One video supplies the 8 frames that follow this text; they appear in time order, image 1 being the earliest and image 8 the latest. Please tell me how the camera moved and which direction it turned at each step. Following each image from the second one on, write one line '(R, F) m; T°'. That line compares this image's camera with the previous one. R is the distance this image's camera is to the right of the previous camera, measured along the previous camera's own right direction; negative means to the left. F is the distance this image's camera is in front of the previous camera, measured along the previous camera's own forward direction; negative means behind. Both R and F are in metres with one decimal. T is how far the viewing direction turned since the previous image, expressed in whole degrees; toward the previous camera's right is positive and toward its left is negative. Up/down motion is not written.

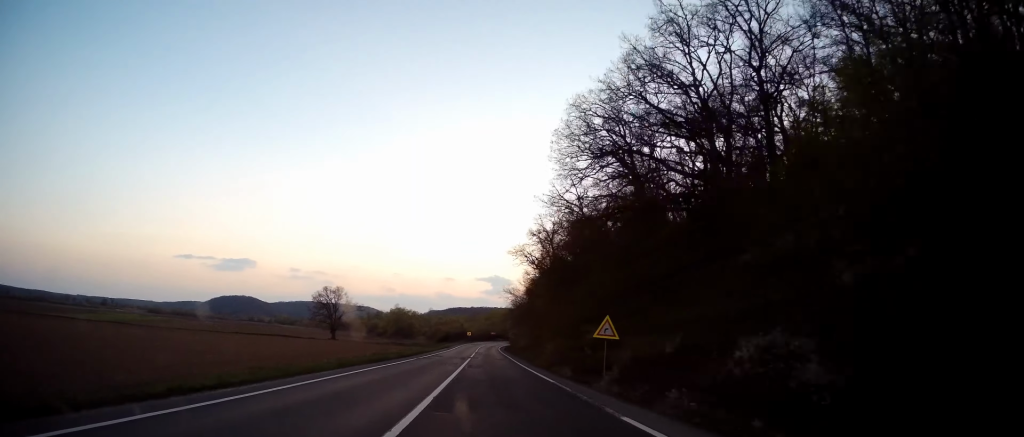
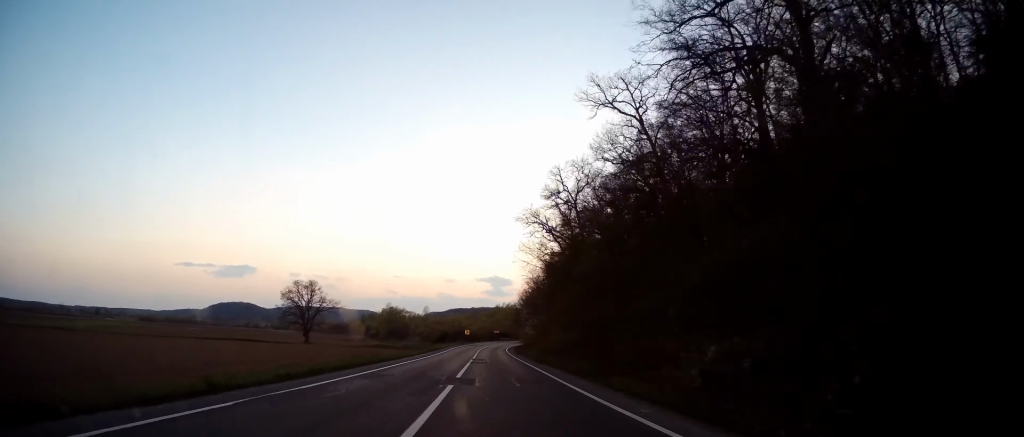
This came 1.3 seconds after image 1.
(-0.7, +28.0) m; -1°
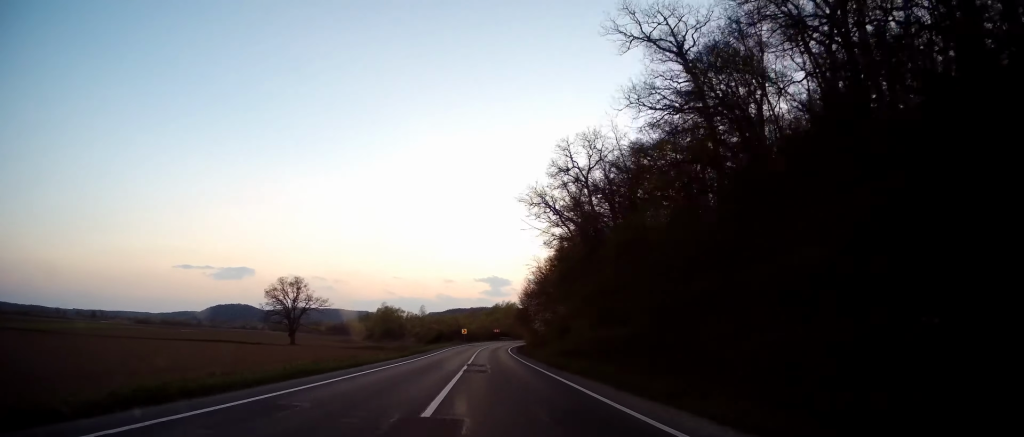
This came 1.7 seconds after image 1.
(0.0, +10.3) m; 0°
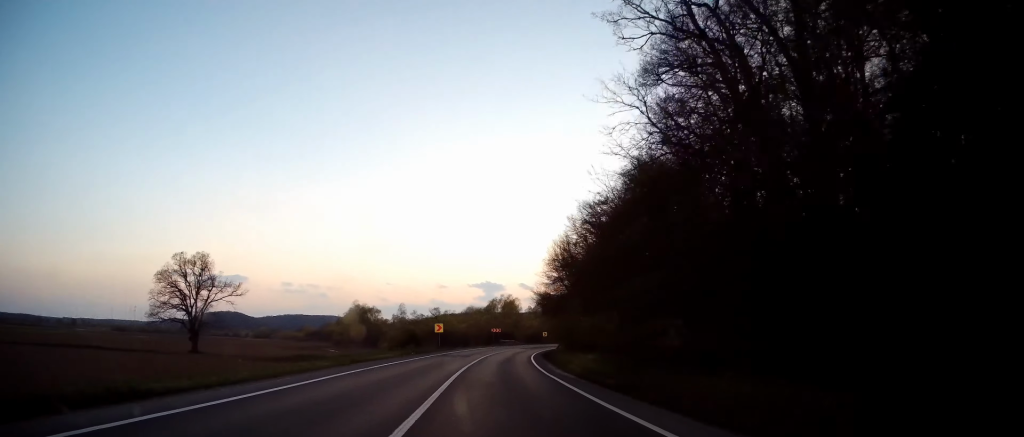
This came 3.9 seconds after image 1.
(0.0, +47.0) m; 0°
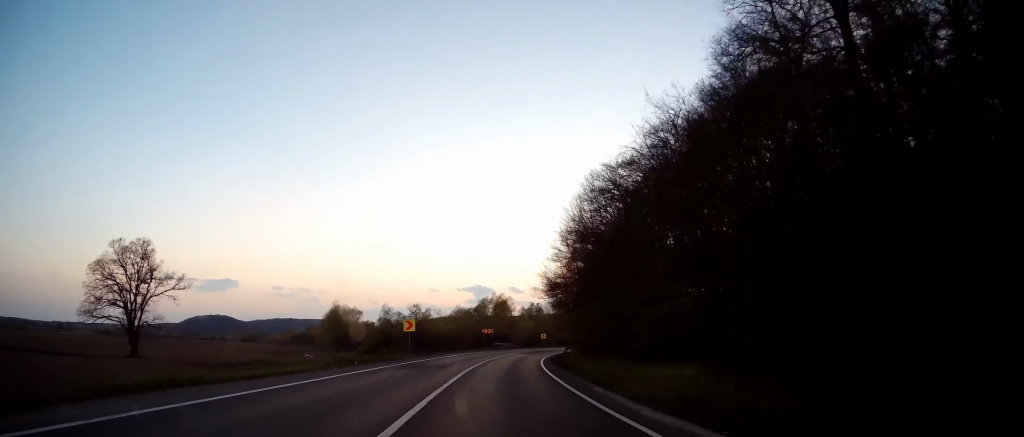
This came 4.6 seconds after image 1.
(0.0, +15.3) m; +1°
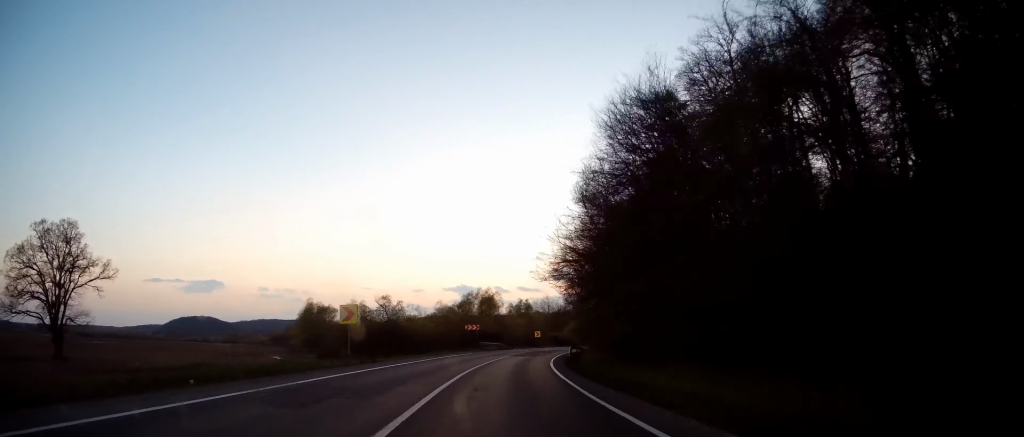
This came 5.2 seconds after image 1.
(+0.1, +13.8) m; +1°
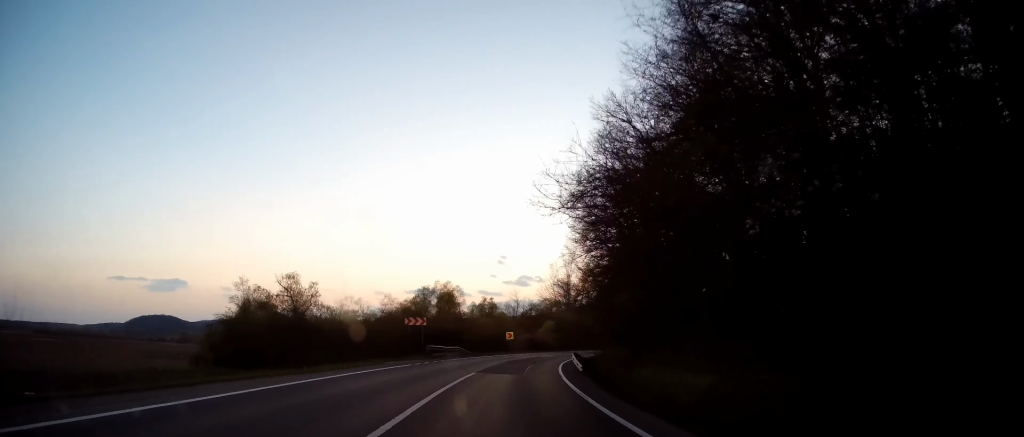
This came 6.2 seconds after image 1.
(+0.5, +21.1) m; +3°
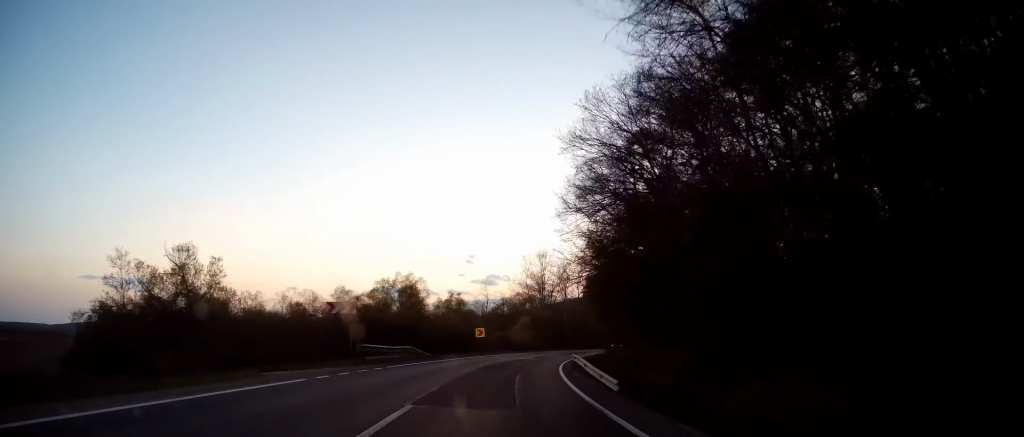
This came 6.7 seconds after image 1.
(+0.1, +12.4) m; +2°
